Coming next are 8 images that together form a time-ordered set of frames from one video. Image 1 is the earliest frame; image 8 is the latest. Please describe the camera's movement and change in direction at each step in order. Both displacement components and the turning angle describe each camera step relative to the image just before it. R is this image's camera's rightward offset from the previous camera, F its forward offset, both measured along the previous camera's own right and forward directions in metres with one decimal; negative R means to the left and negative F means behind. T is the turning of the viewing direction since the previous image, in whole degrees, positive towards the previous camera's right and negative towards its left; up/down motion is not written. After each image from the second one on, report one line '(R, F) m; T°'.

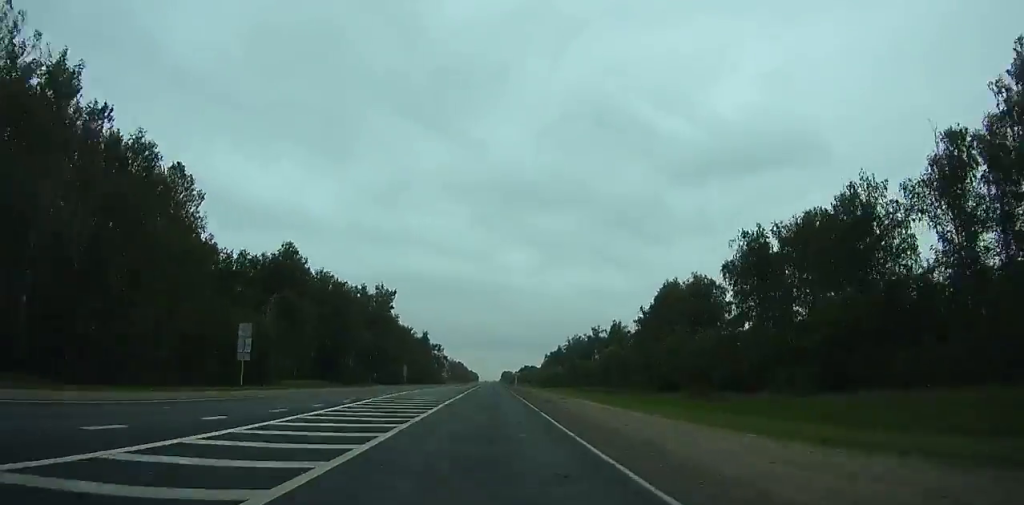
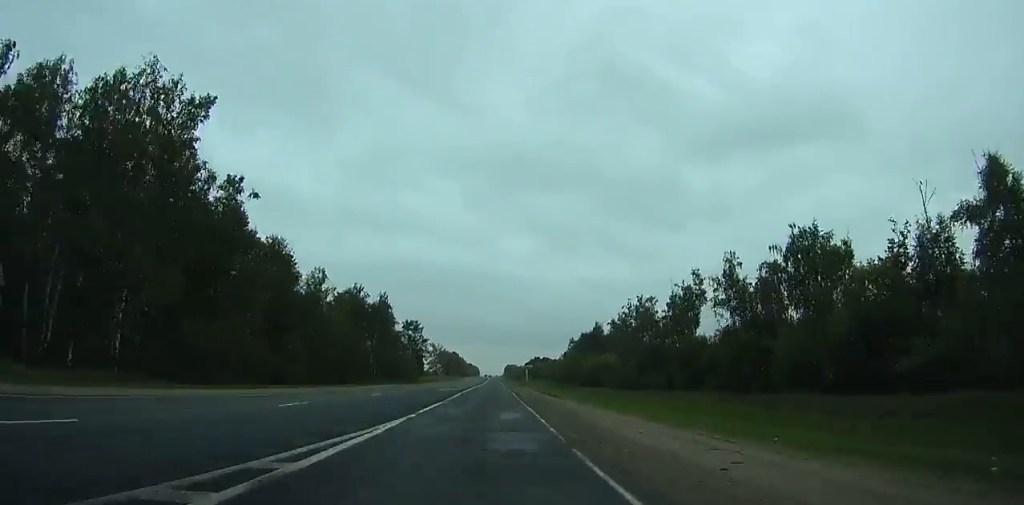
(+0.6, +100.9) m; 0°
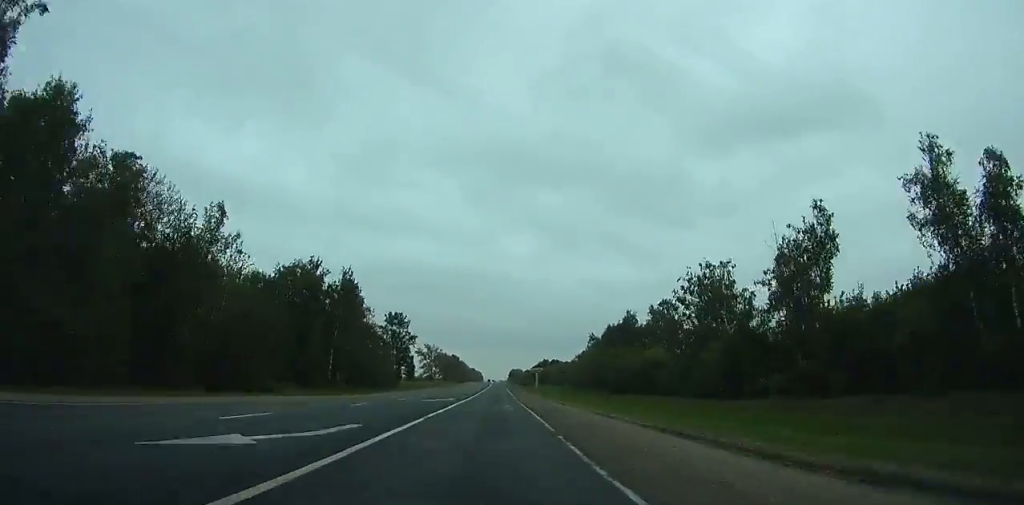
(-0.1, +38.4) m; 0°
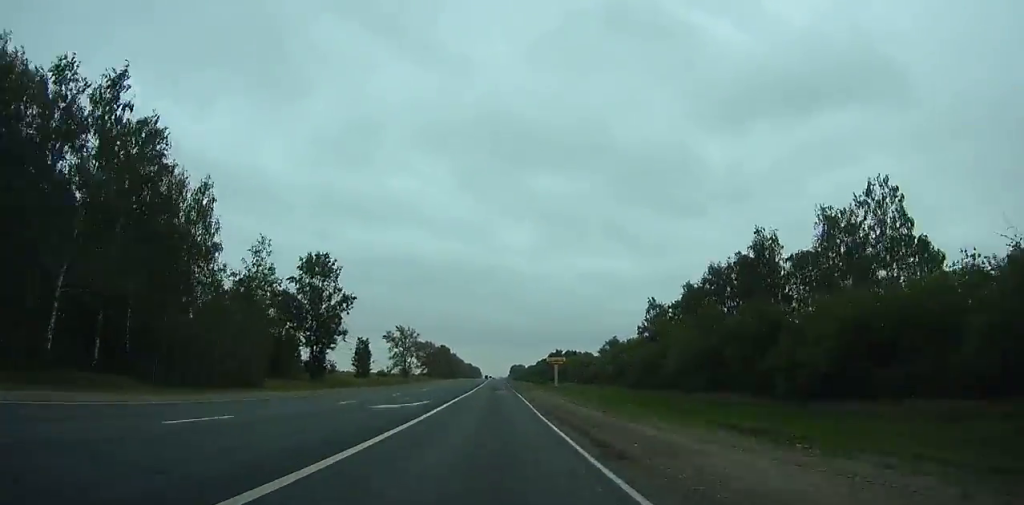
(-0.1, +73.8) m; 0°
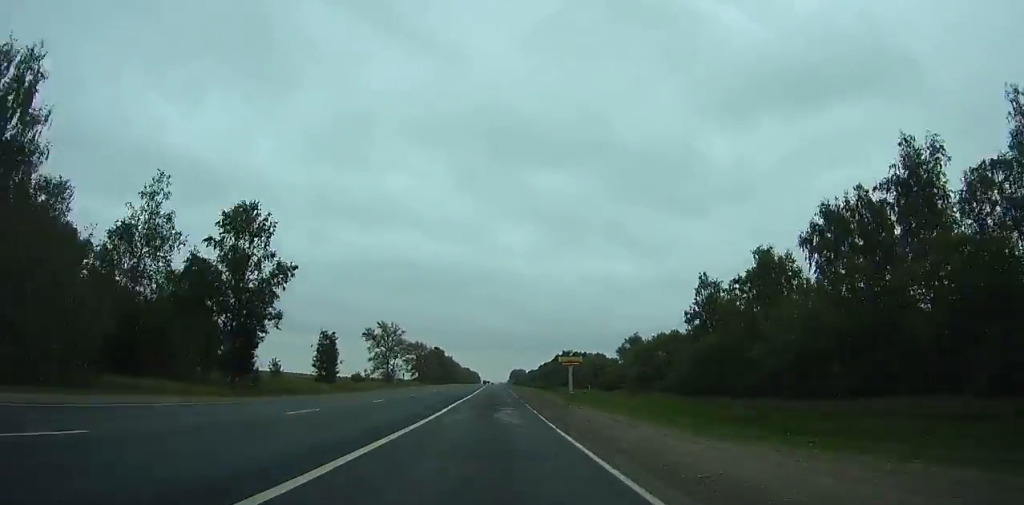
(0.0, +28.4) m; 0°
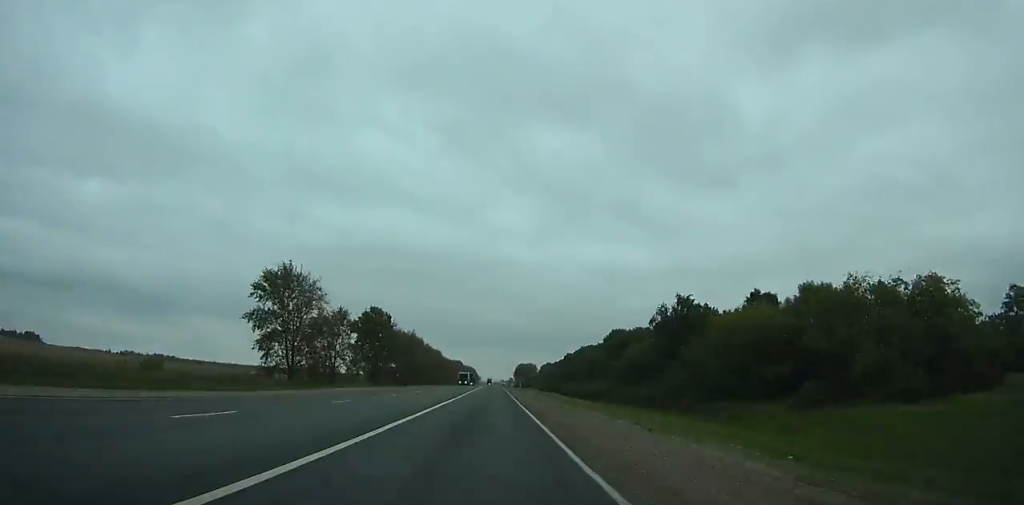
(+0.6, +147.4) m; -1°
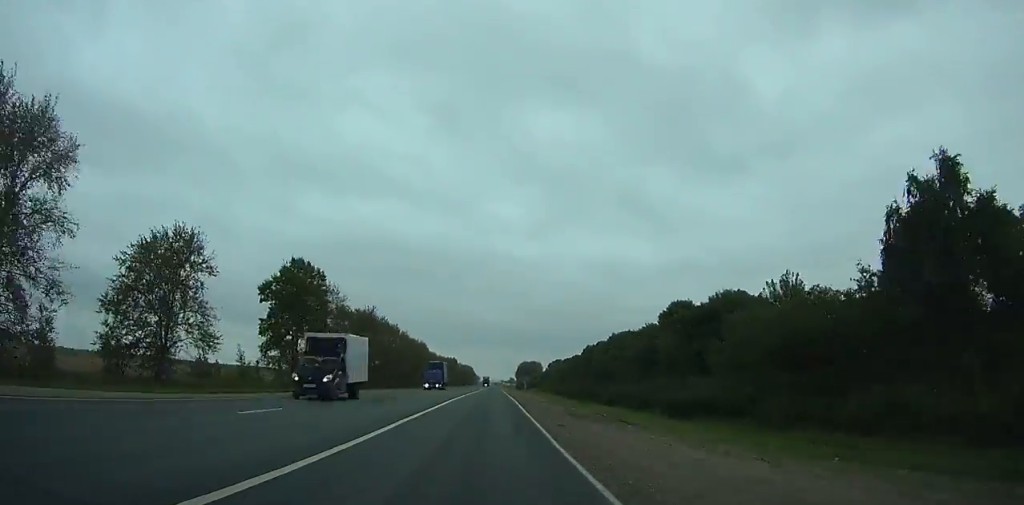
(-1.4, +57.7) m; -1°
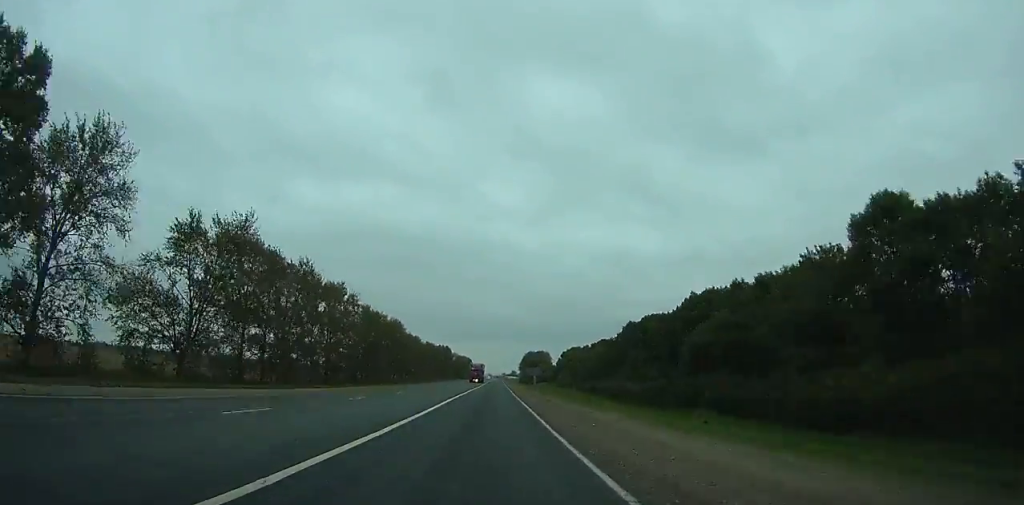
(+0.8, +60.7) m; +1°
